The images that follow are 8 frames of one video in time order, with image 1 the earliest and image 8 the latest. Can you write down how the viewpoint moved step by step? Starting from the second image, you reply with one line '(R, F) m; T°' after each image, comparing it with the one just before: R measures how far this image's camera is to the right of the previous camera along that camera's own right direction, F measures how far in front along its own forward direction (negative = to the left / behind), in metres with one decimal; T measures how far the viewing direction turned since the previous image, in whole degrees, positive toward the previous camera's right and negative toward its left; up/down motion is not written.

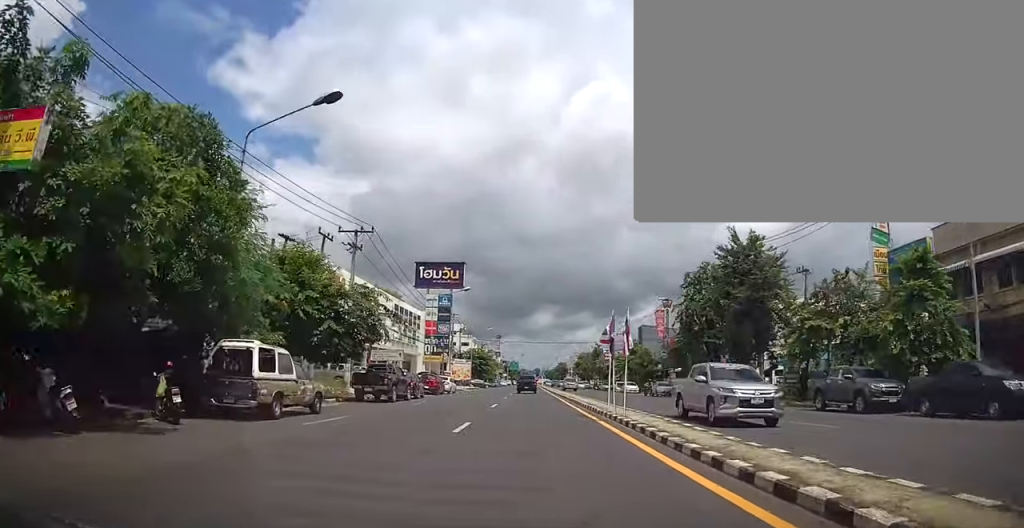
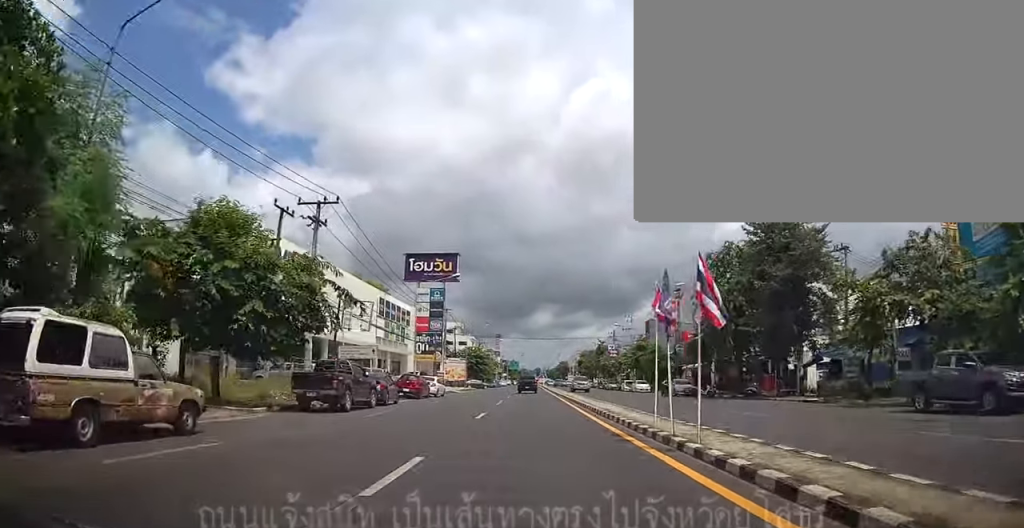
(+0.2, +6.7) m; 0°
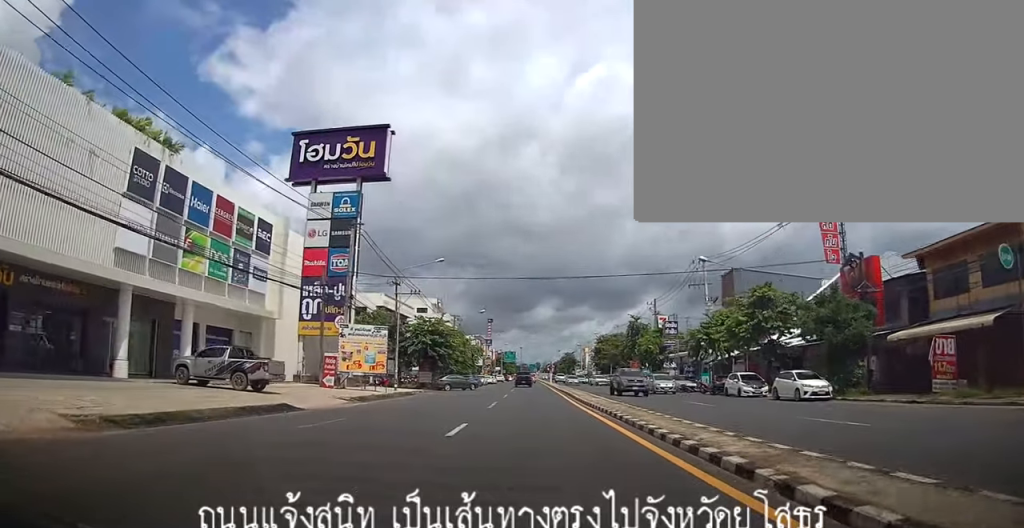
(-1.1, +42.3) m; -3°
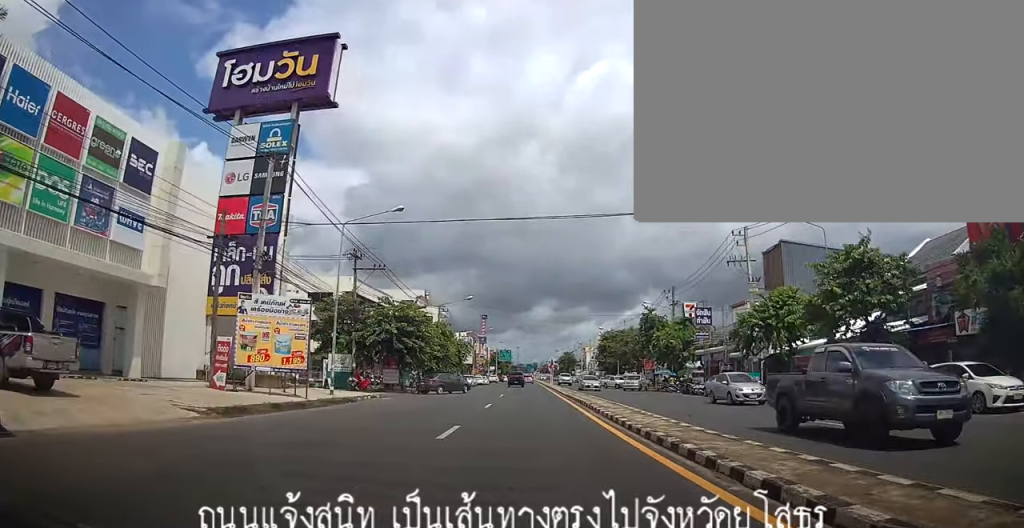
(0.0, +12.9) m; -1°
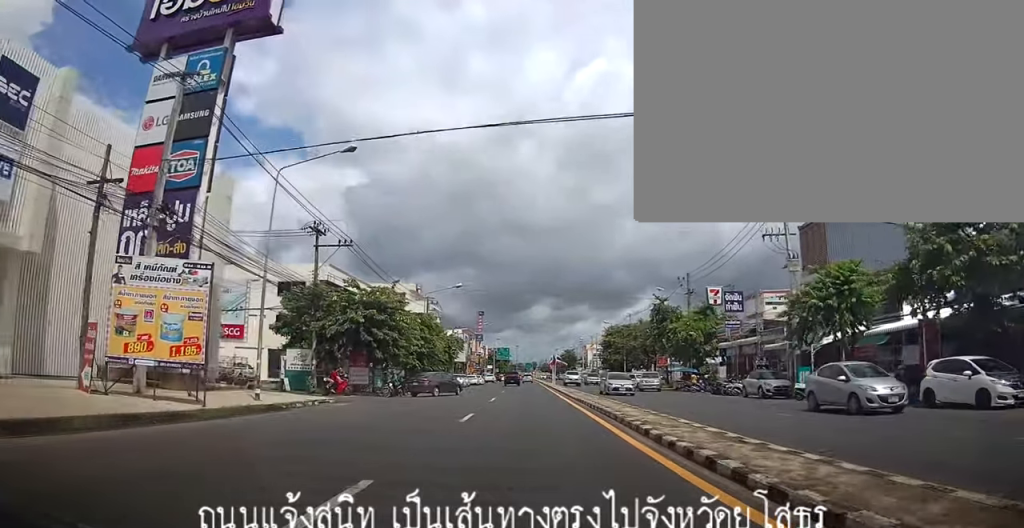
(-0.1, +8.1) m; 0°
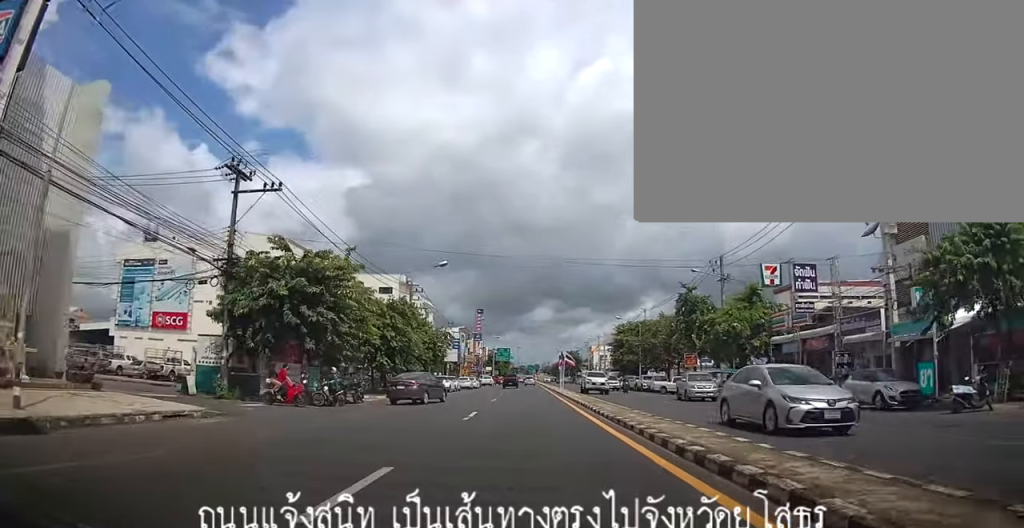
(-0.1, +11.5) m; 0°
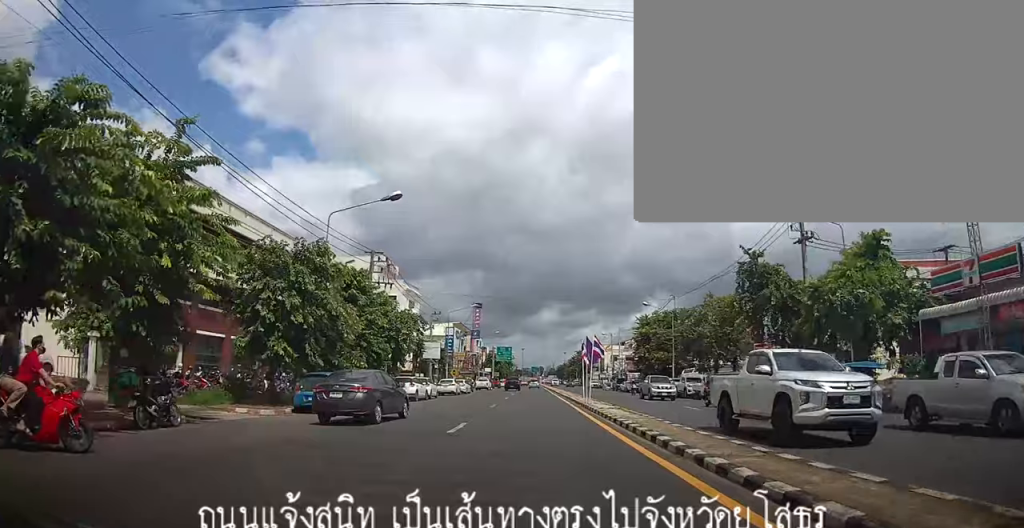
(0.0, +16.7) m; +1°
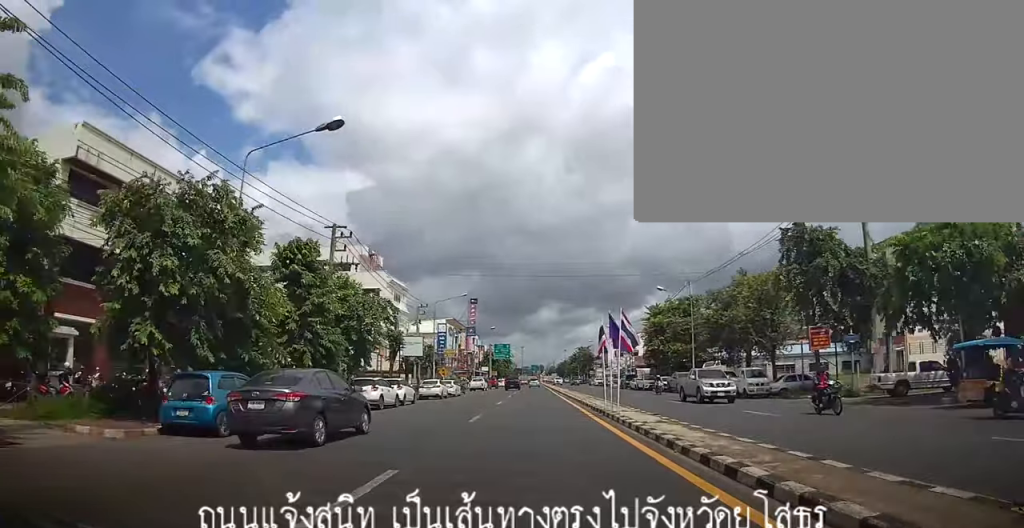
(-0.1, +8.1) m; +2°
